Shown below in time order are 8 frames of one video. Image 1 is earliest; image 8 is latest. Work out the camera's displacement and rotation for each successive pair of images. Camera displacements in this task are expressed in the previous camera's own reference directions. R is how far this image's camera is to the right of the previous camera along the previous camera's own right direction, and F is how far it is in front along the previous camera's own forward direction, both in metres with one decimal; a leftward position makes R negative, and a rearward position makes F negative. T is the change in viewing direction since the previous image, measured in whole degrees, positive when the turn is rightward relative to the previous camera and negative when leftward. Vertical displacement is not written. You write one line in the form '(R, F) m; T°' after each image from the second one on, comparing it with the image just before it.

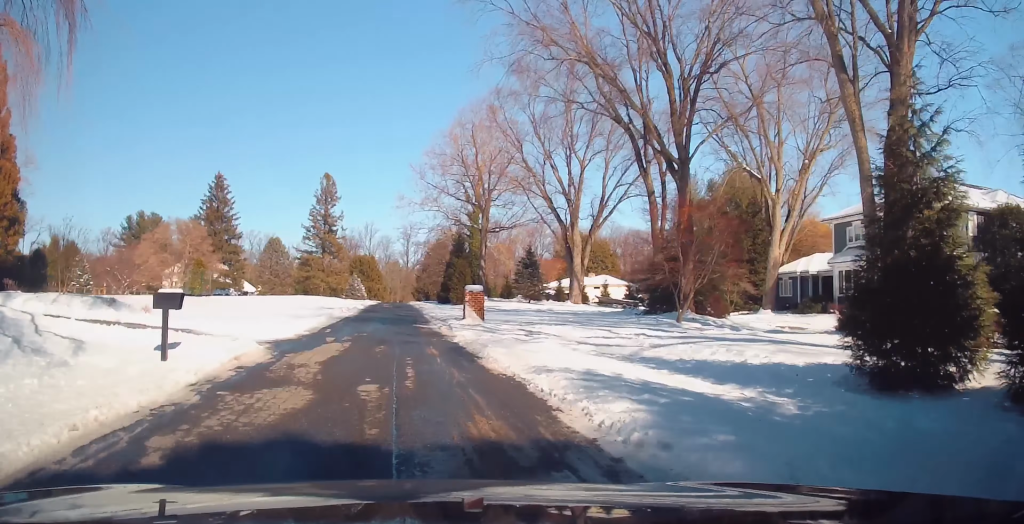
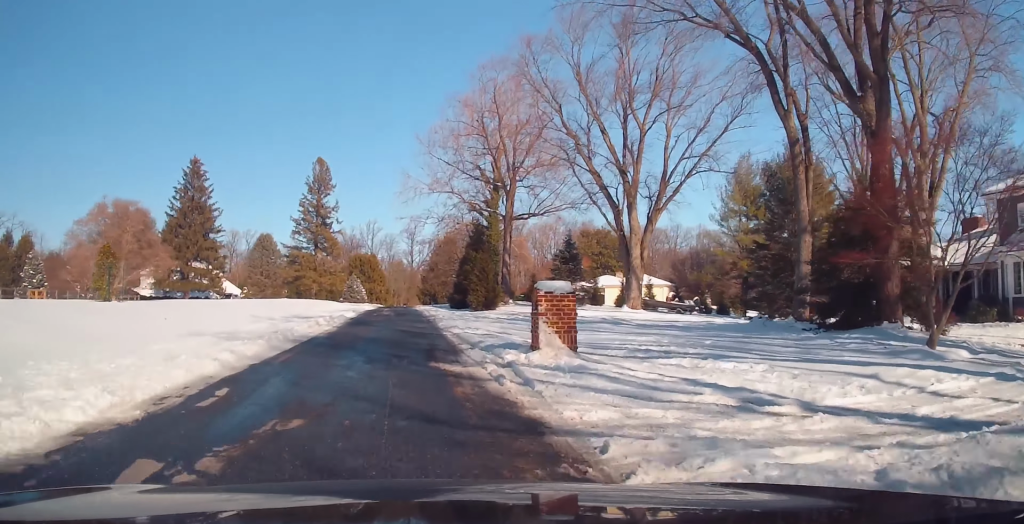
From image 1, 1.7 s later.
(0.0, +13.7) m; 0°
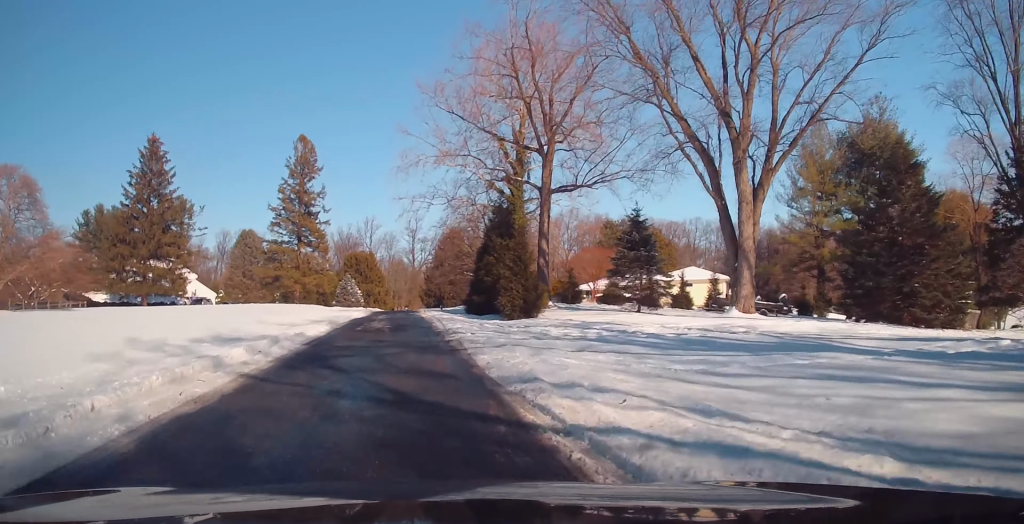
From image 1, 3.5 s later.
(0.0, +14.7) m; -1°
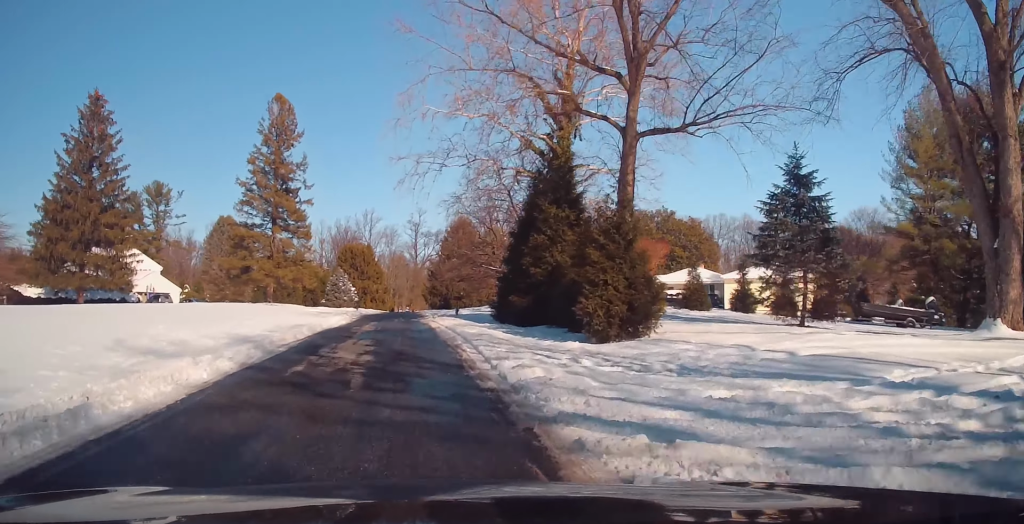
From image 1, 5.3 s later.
(-0.3, +15.2) m; 0°
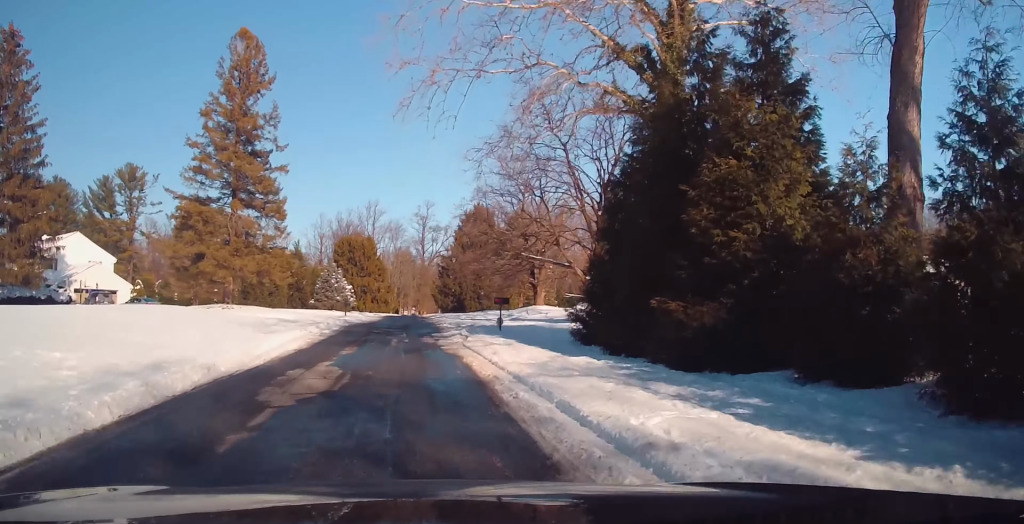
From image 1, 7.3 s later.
(+0.3, +15.8) m; +1°
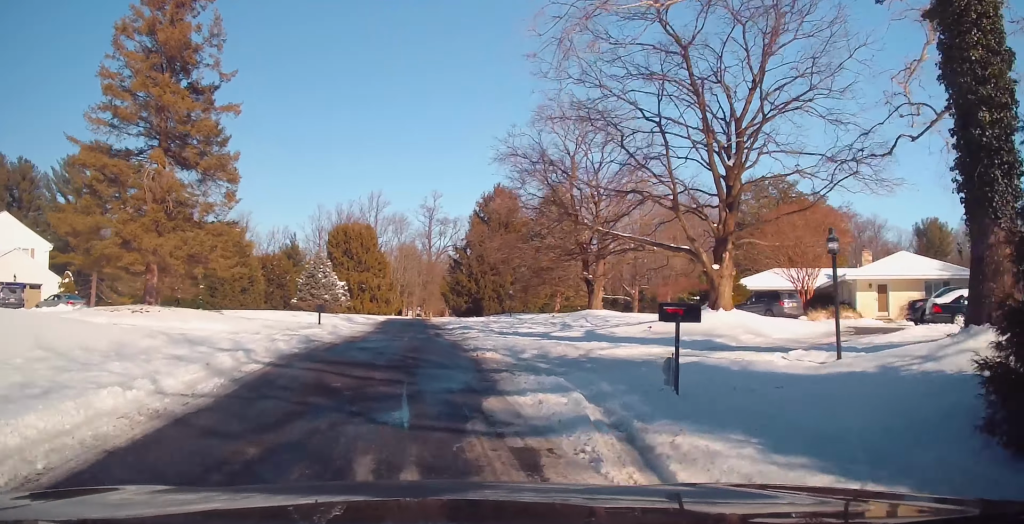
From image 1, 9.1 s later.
(0.0, +14.7) m; 0°
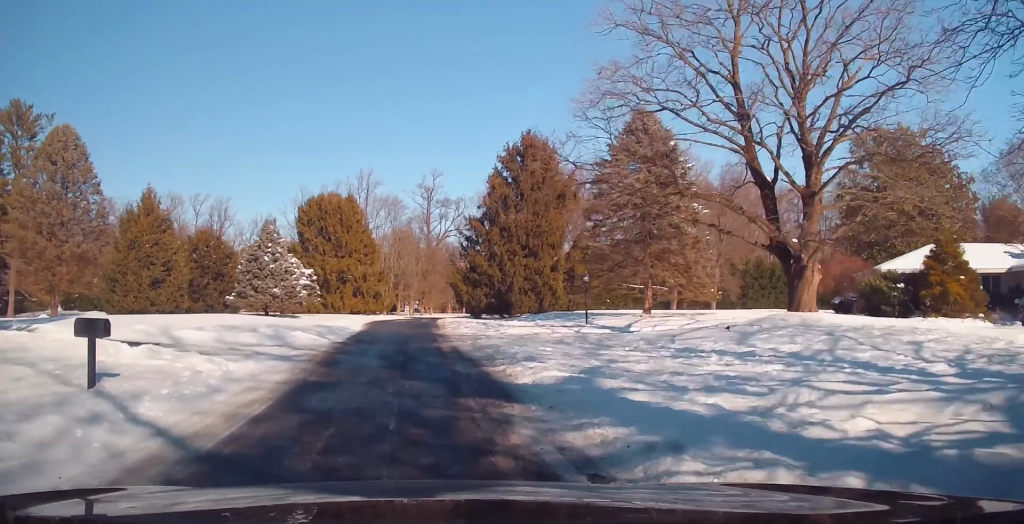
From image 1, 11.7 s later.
(0.0, +21.1) m; 0°
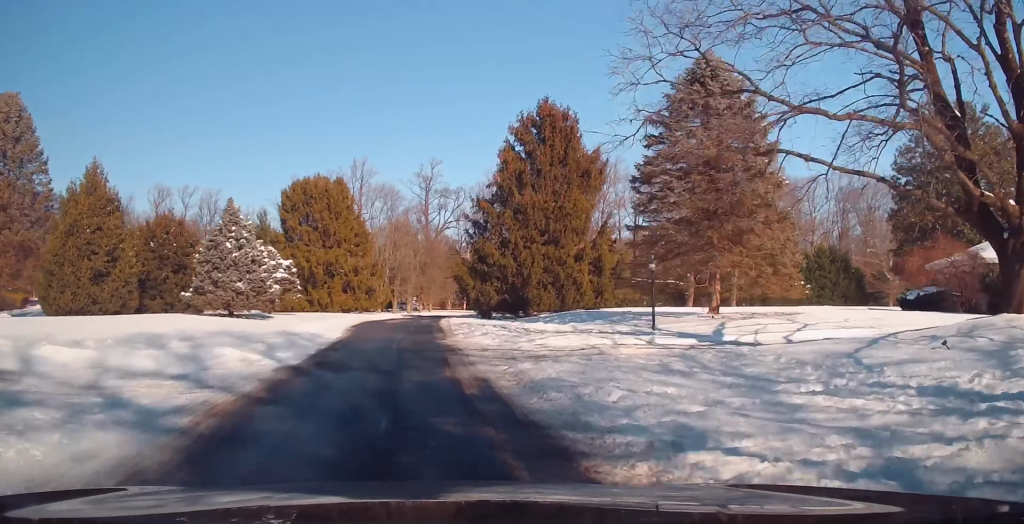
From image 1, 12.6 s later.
(0.0, +7.5) m; +1°
